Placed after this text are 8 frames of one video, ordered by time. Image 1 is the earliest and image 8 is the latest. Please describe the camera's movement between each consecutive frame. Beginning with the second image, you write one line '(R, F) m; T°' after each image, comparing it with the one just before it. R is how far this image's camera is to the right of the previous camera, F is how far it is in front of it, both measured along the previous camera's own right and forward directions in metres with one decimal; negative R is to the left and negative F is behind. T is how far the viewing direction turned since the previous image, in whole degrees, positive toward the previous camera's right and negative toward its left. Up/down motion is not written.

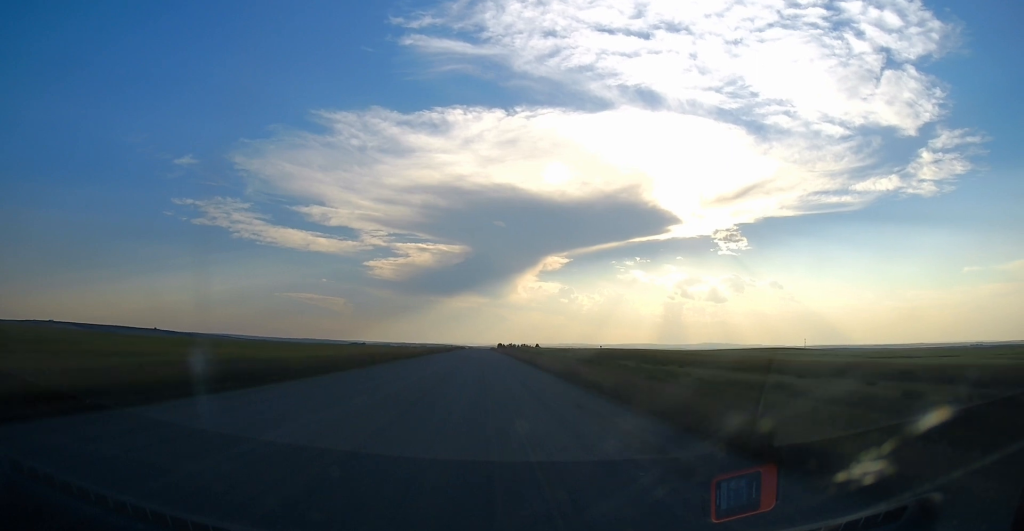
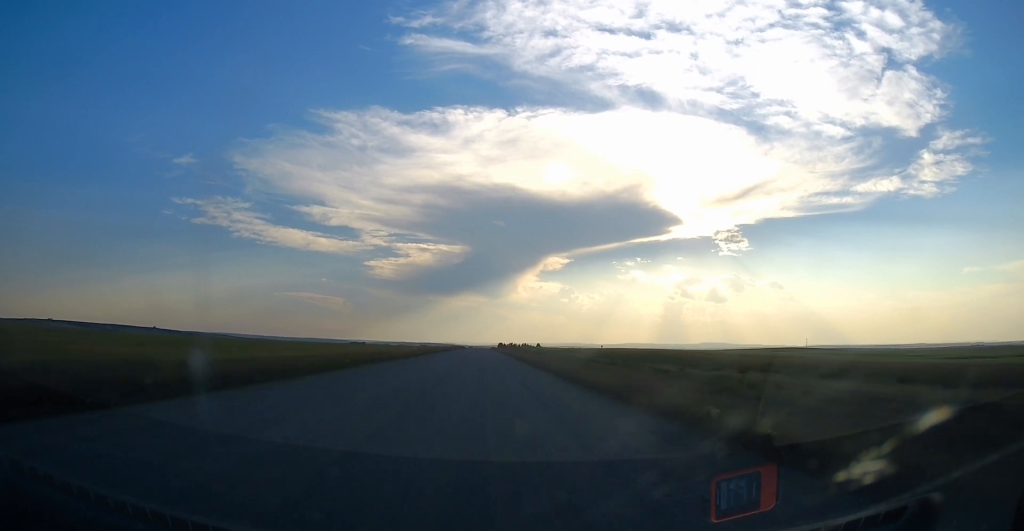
(0.0, +13.2) m; 0°
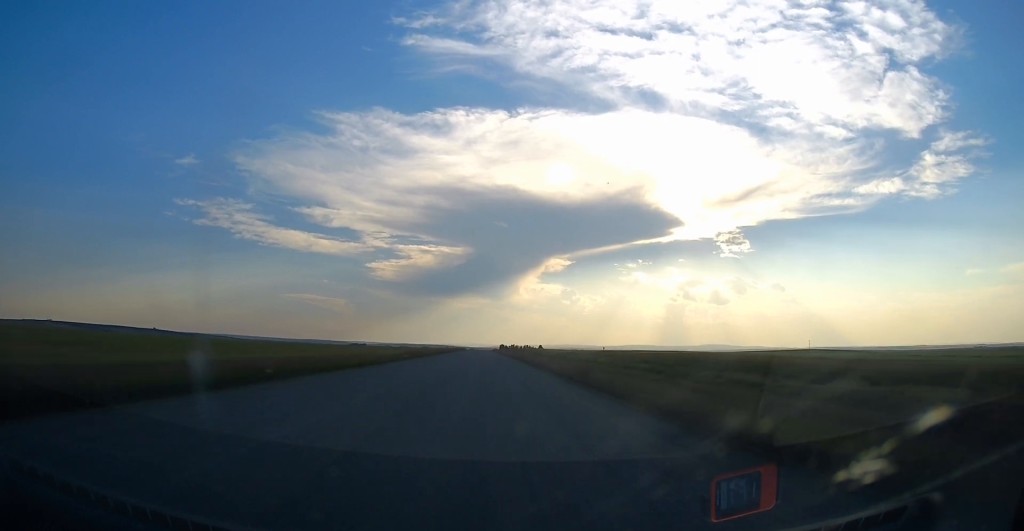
(0.0, +15.4) m; 0°
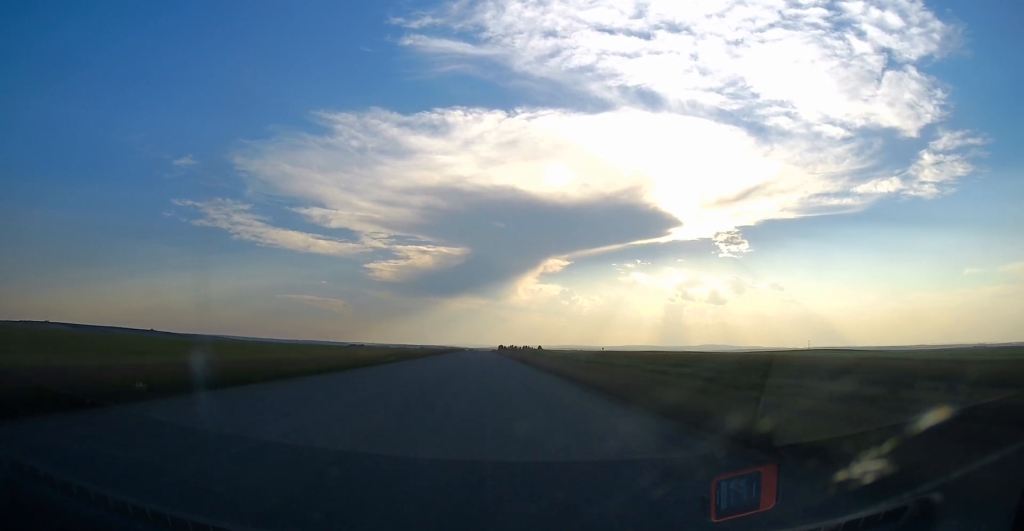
(0.0, +10.5) m; 0°
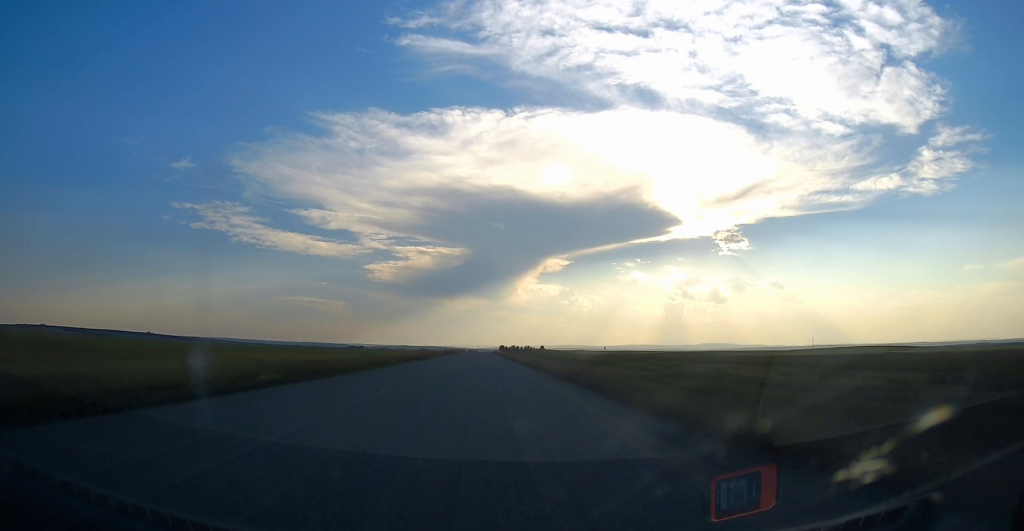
(+0.7, +34.8) m; +2°
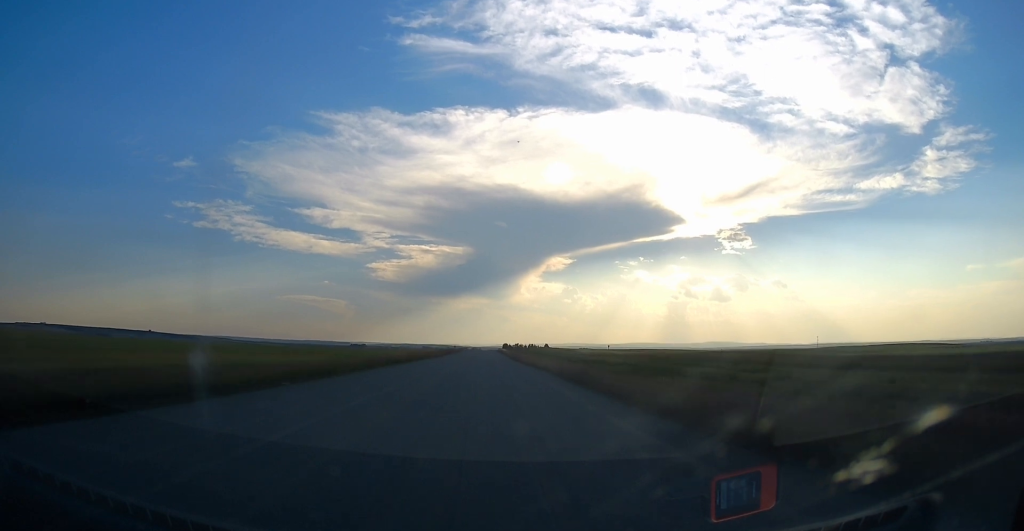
(-0.4, +18.9) m; -2°
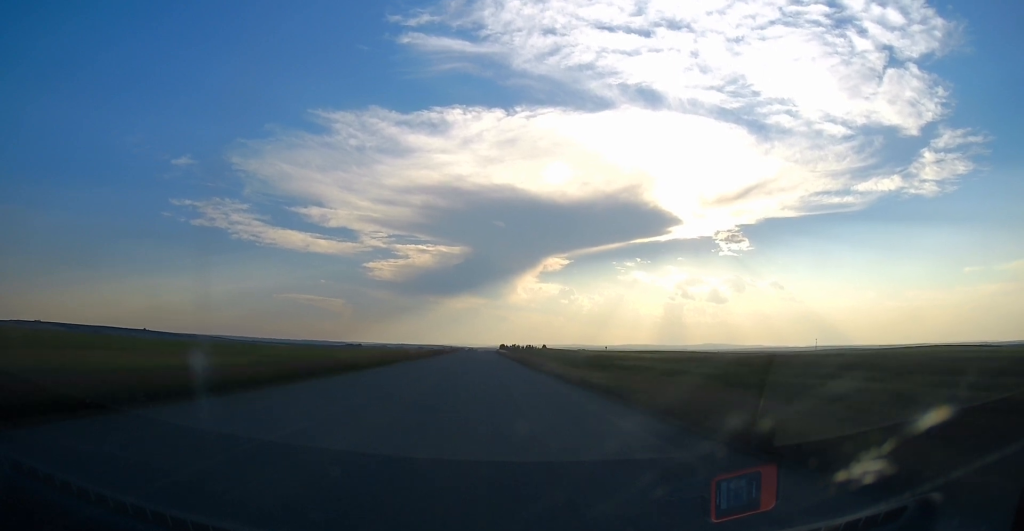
(0.0, +19.5) m; 0°
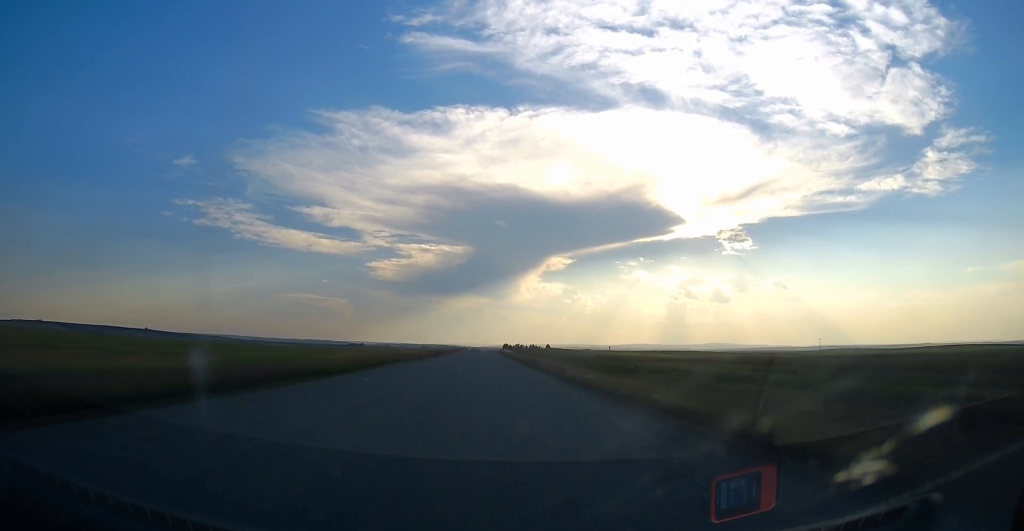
(0.0, +9.3) m; 0°
